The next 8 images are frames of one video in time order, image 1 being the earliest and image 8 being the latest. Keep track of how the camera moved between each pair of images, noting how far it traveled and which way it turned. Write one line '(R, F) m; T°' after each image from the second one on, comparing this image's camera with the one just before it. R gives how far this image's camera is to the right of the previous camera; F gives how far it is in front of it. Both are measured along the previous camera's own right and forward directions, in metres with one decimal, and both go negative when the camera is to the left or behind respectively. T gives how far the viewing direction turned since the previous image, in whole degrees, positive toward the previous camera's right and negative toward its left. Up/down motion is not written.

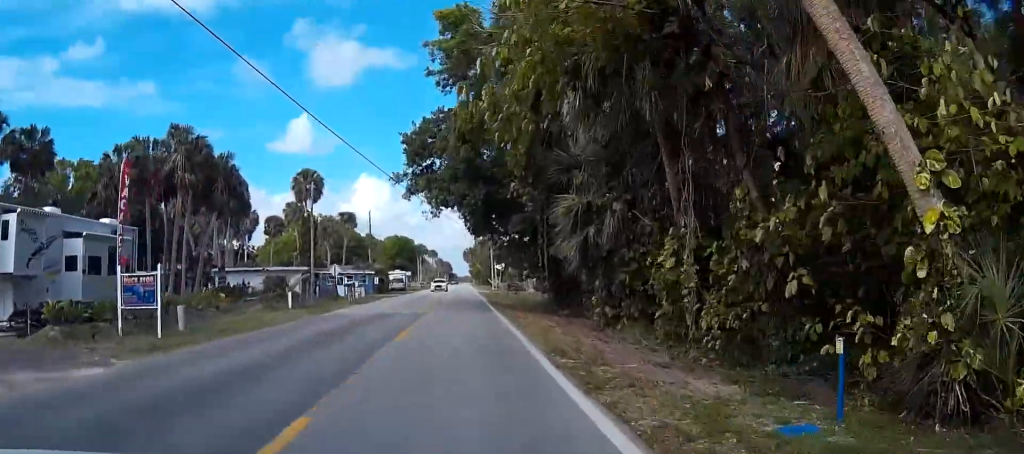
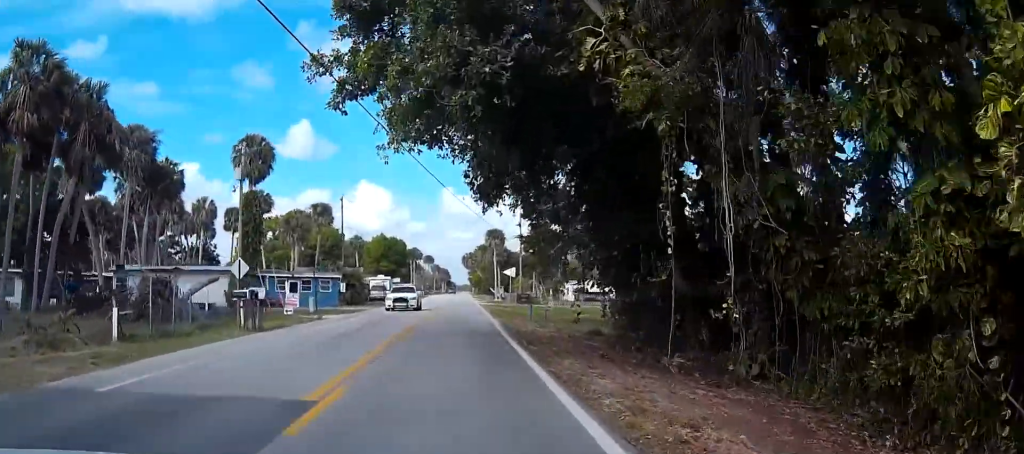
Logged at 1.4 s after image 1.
(+0.1, +20.4) m; +2°
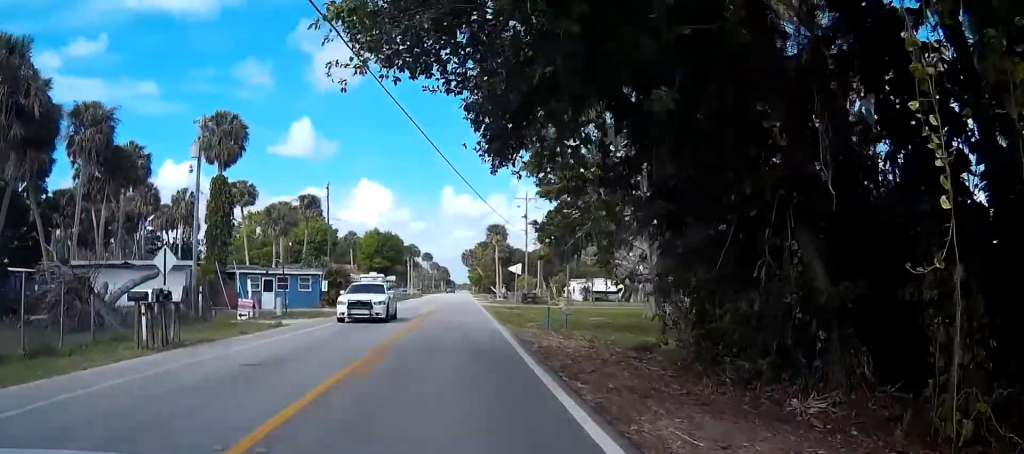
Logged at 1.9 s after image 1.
(+0.1, +7.3) m; 0°
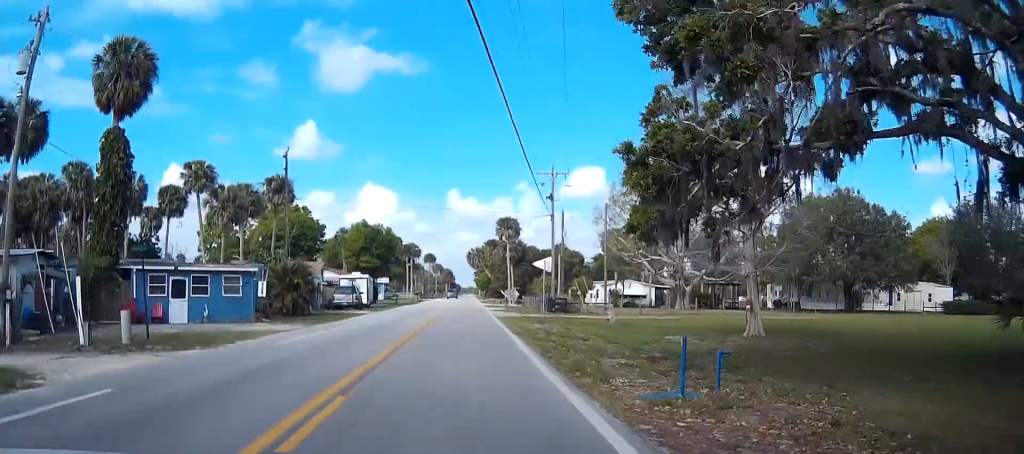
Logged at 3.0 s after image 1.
(-0.1, +16.9) m; -1°
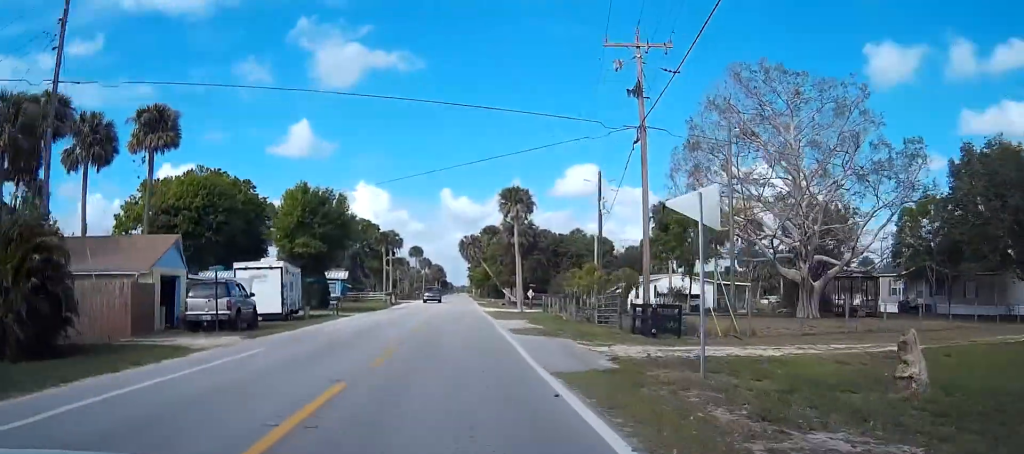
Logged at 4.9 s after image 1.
(-0.3, +28.1) m; 0°
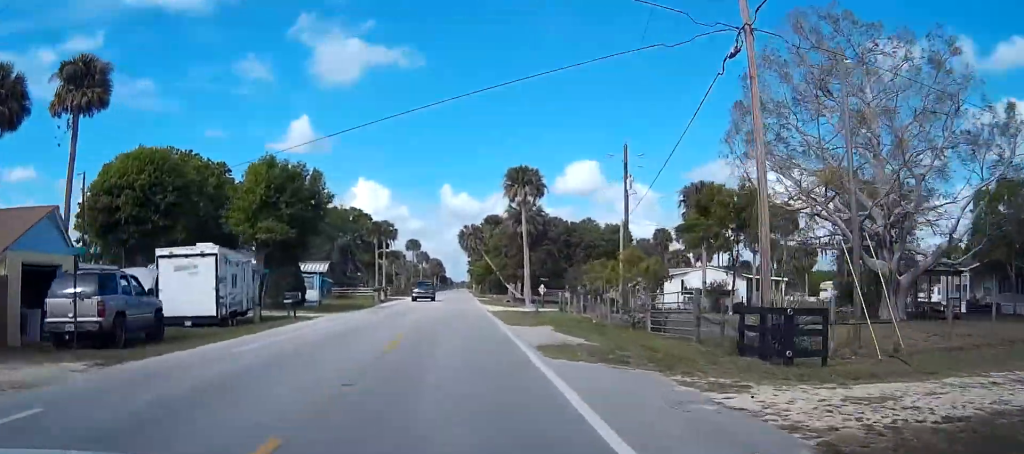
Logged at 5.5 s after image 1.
(+0.2, +9.6) m; 0°
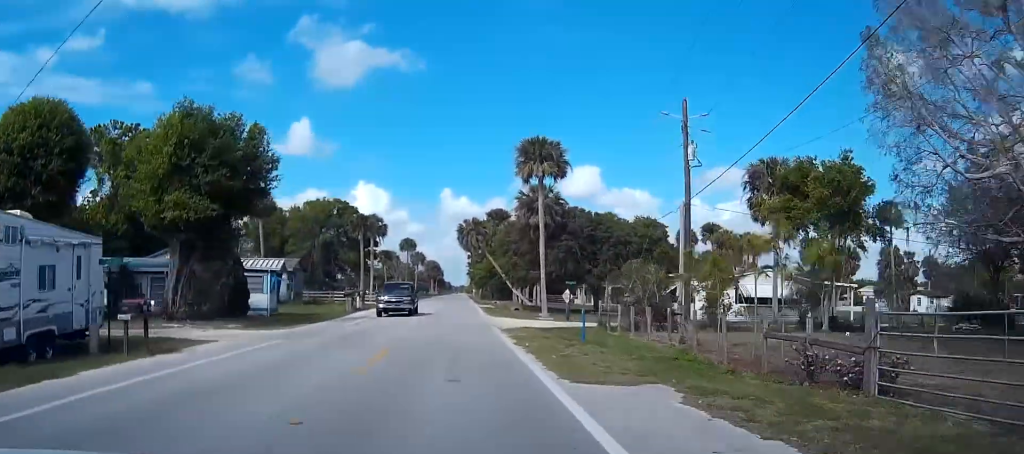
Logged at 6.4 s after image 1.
(-0.2, +13.3) m; -1°
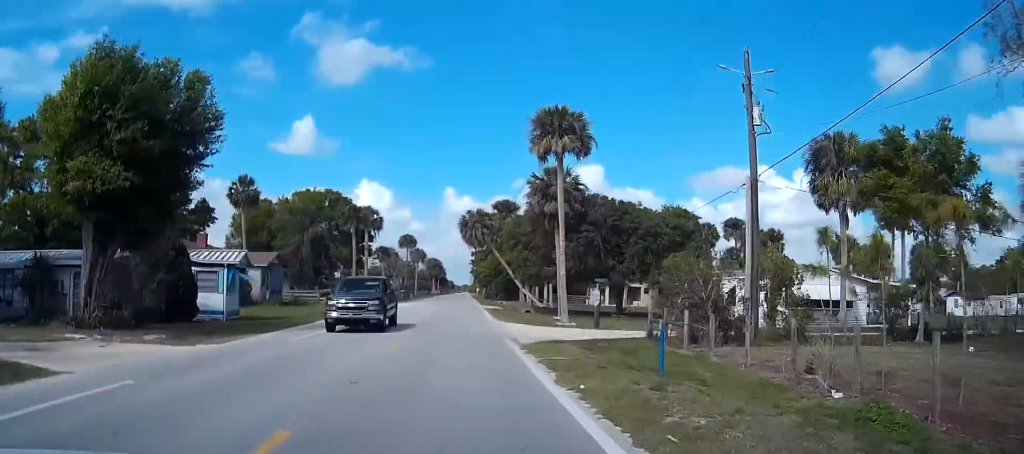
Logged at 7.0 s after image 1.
(0.0, +8.0) m; 0°
